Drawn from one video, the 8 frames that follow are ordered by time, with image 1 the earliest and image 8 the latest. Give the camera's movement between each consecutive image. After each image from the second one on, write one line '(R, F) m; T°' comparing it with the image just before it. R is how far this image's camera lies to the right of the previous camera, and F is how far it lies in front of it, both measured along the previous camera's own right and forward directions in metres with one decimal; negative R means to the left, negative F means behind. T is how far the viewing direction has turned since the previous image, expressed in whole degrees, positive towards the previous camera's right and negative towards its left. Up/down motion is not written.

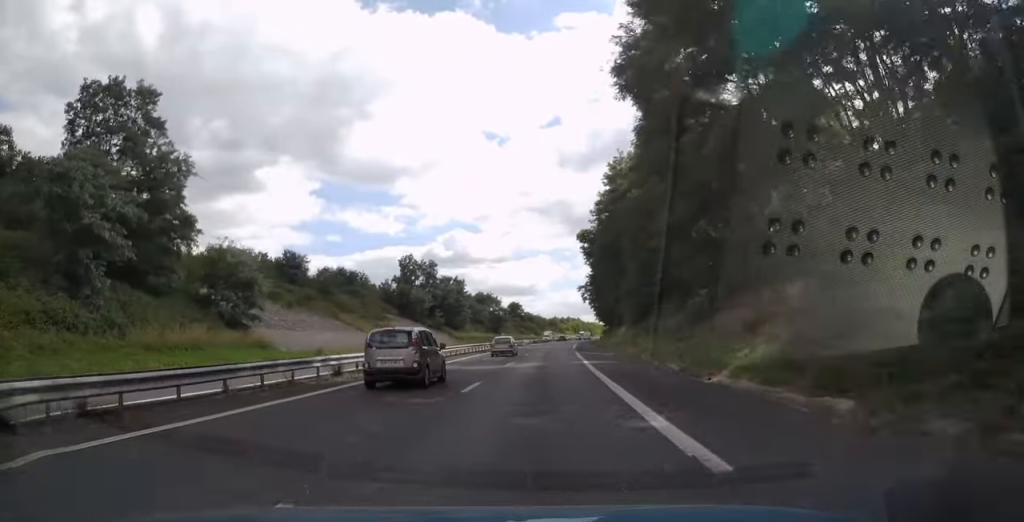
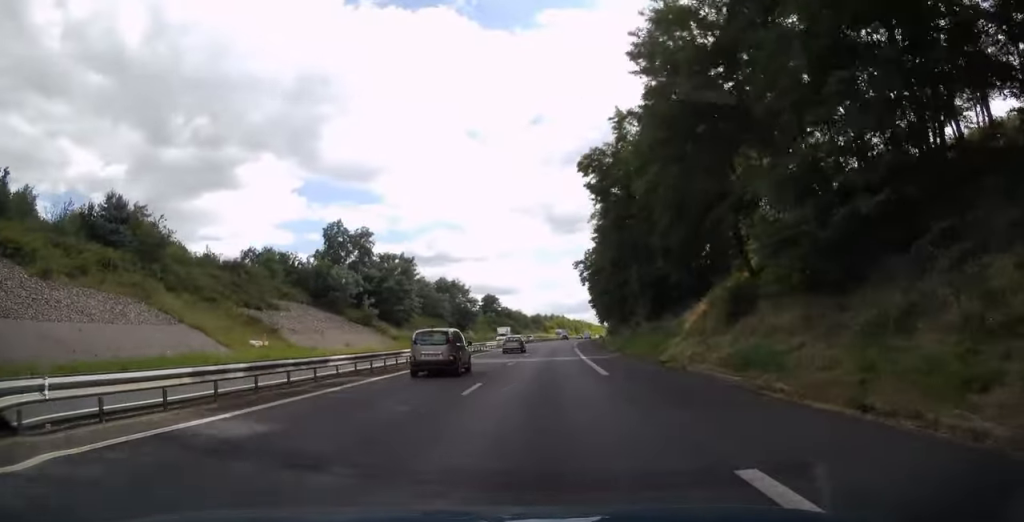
(+0.4, +40.7) m; +2°
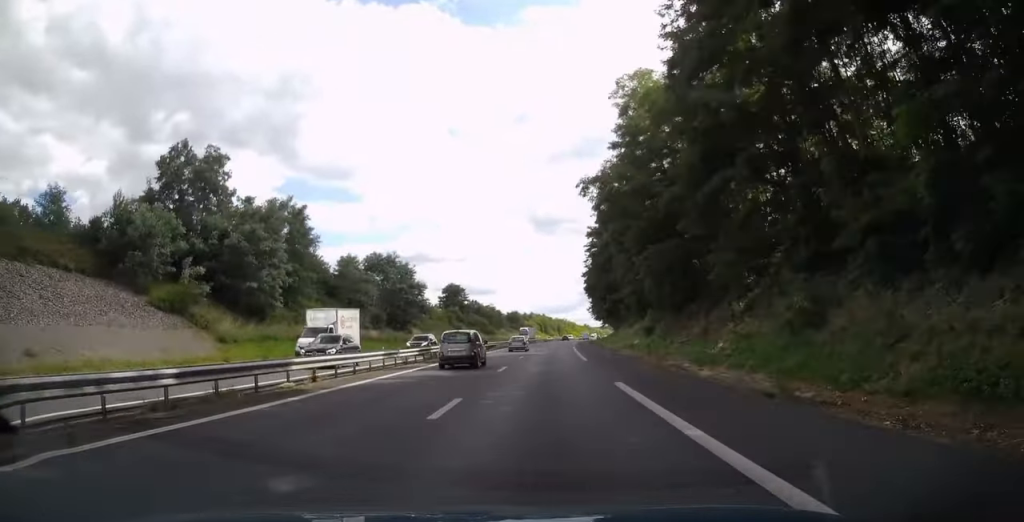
(+1.0, +43.6) m; +2°
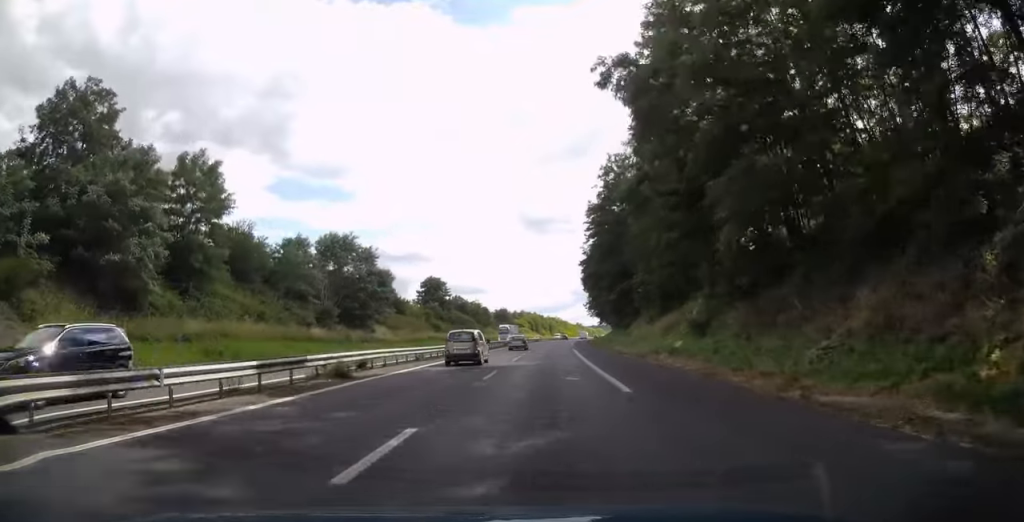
(0.0, +17.7) m; +1°
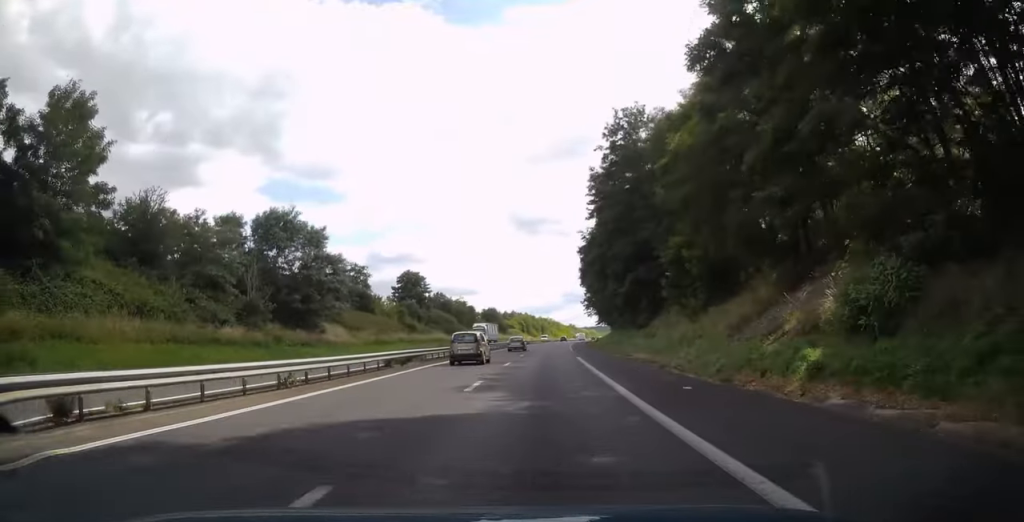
(+0.2, +16.7) m; +1°
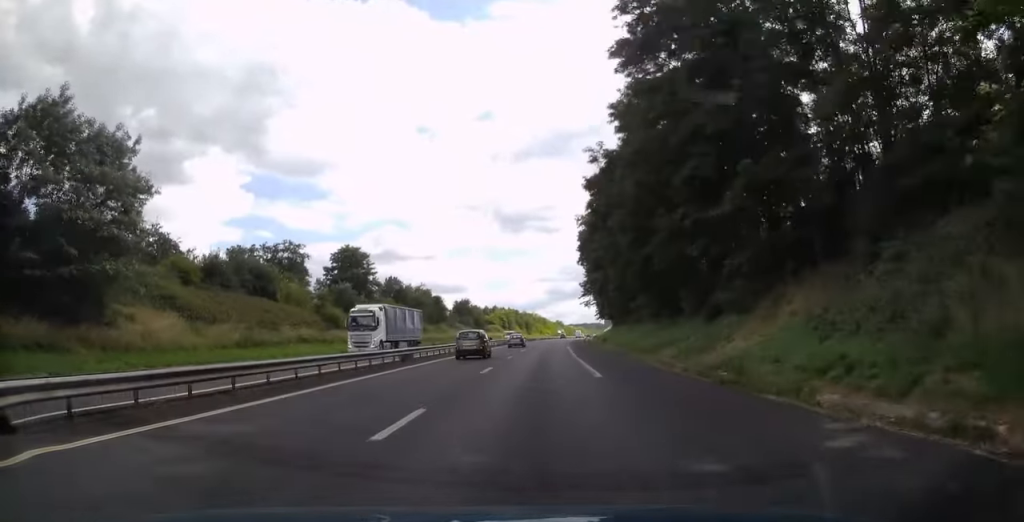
(+0.2, +33.9) m; +1°
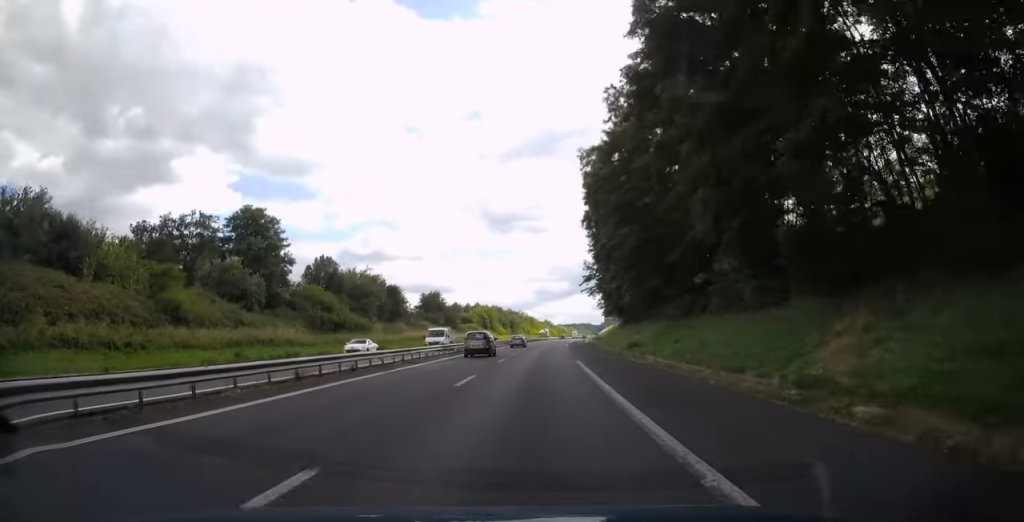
(+0.5, +31.5) m; +1°
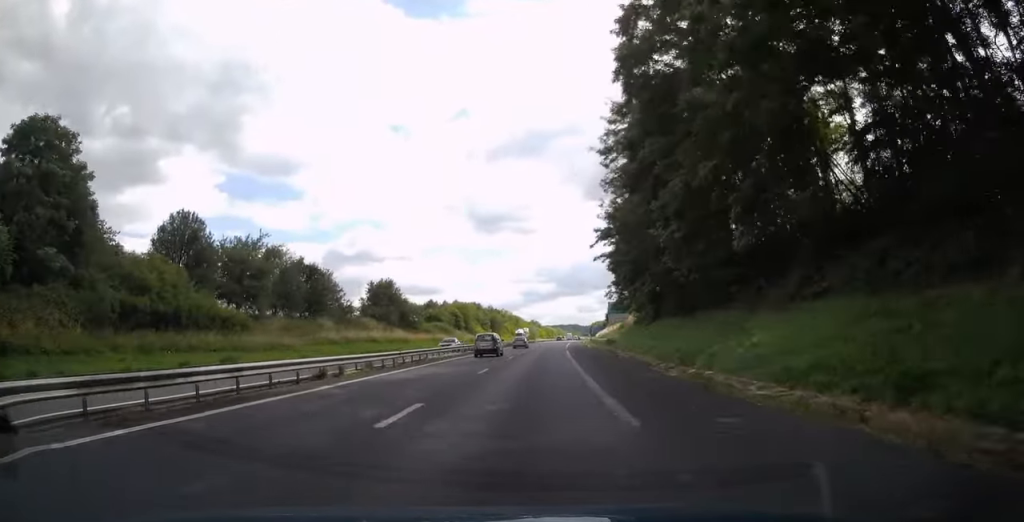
(+0.2, +33.4) m; +1°
